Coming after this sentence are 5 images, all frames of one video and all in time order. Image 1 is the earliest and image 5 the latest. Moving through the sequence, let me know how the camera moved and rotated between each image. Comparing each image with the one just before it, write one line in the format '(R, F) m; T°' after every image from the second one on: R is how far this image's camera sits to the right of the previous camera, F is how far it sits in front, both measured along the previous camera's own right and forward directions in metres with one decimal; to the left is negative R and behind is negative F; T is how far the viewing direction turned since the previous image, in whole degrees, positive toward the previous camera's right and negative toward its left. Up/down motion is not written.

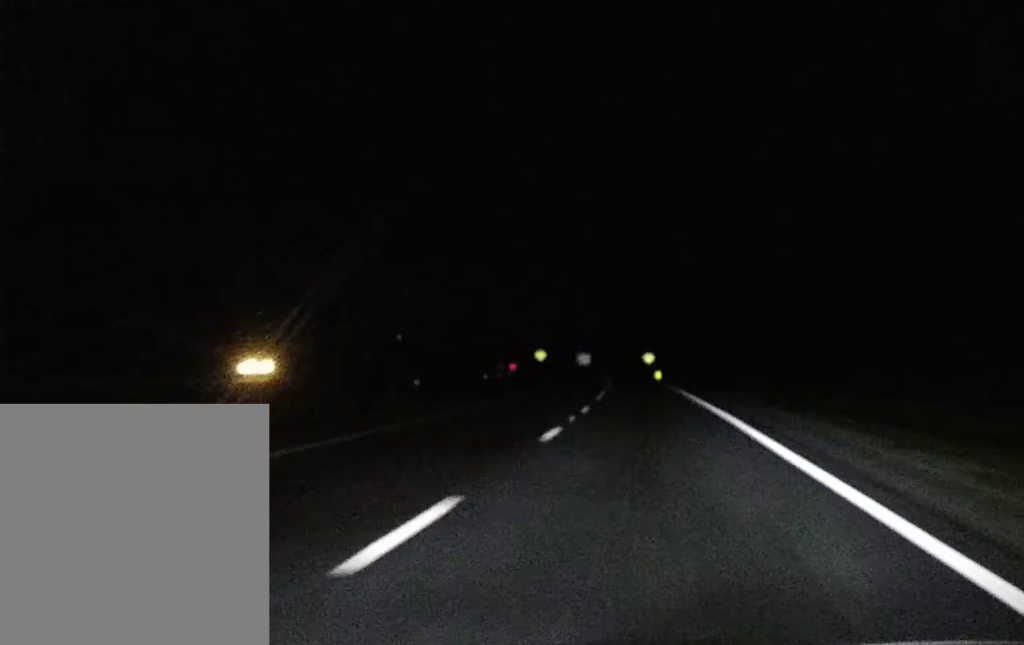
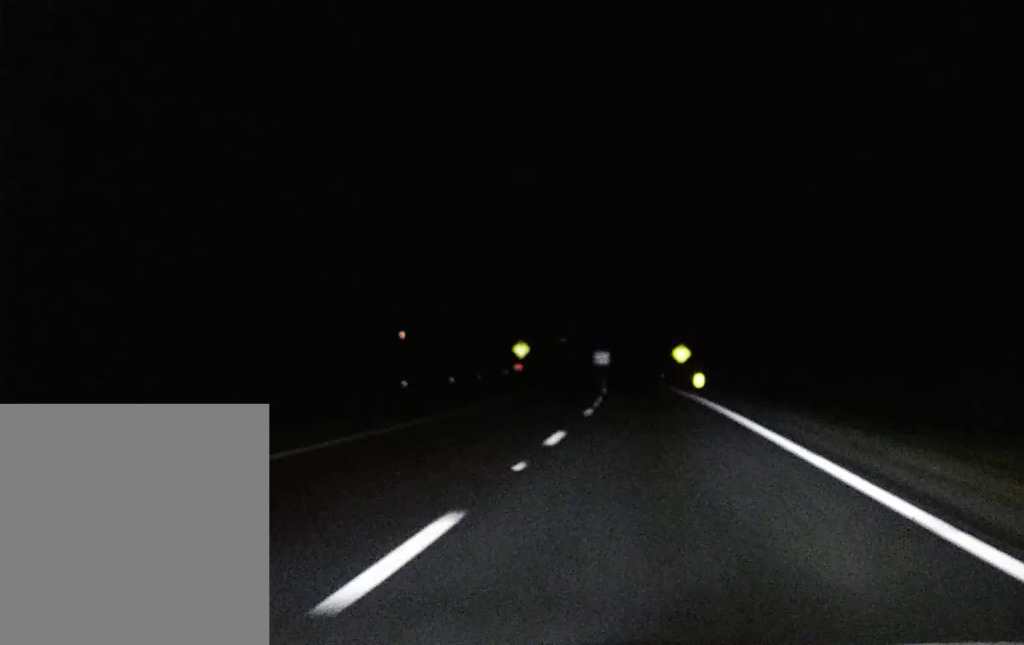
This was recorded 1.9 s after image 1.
(-1.3, +74.7) m; -2°
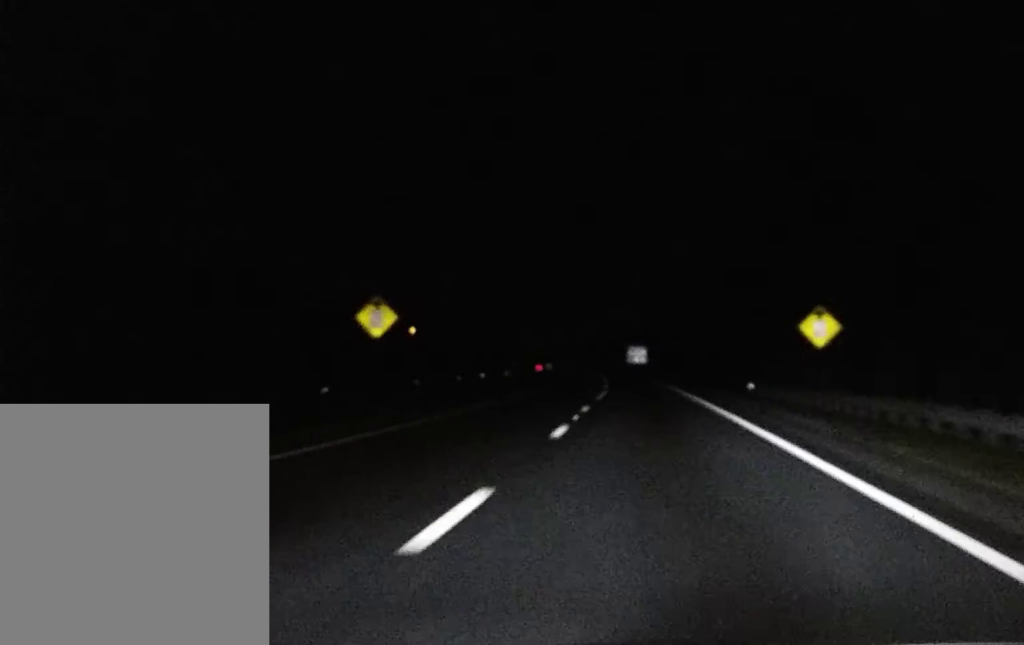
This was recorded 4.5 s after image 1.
(-2.4, +91.9) m; -2°
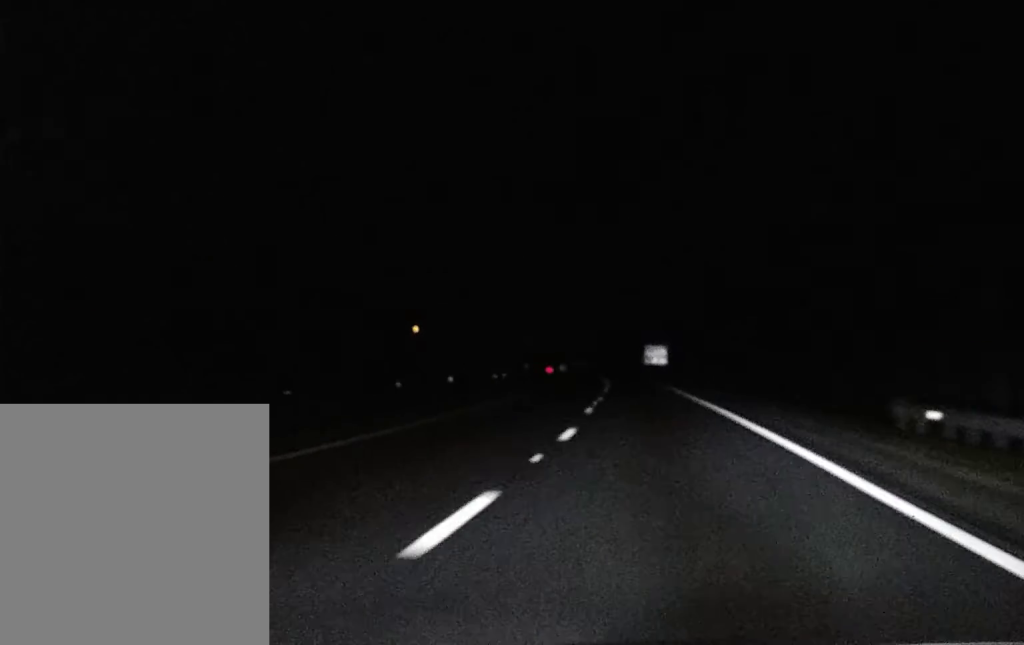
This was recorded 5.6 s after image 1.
(-0.2, +35.5) m; -1°
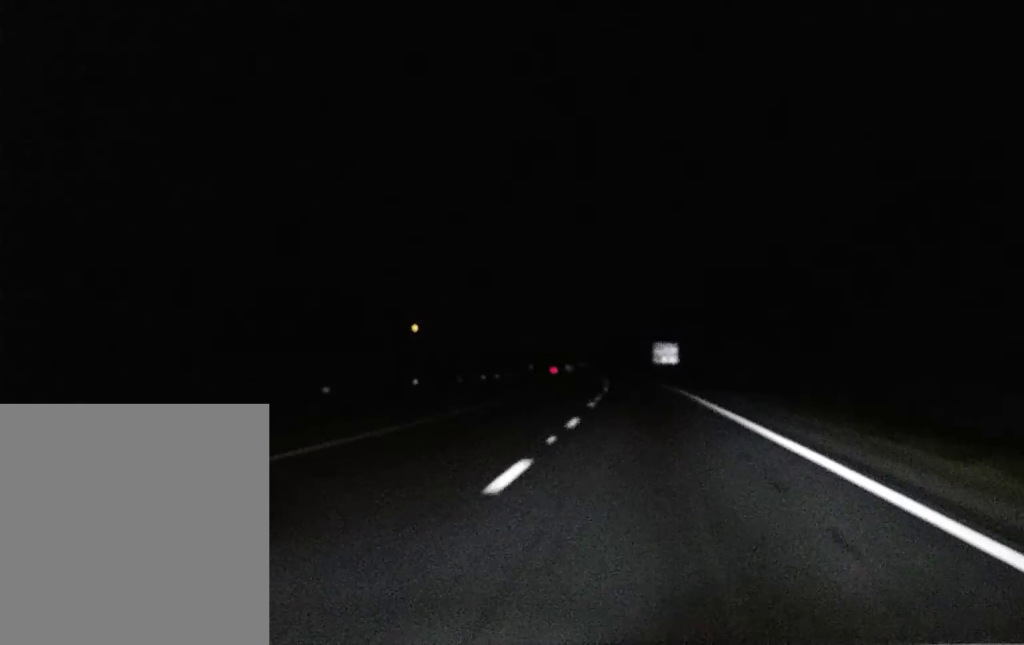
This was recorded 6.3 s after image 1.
(-0.2, +22.4) m; -1°
